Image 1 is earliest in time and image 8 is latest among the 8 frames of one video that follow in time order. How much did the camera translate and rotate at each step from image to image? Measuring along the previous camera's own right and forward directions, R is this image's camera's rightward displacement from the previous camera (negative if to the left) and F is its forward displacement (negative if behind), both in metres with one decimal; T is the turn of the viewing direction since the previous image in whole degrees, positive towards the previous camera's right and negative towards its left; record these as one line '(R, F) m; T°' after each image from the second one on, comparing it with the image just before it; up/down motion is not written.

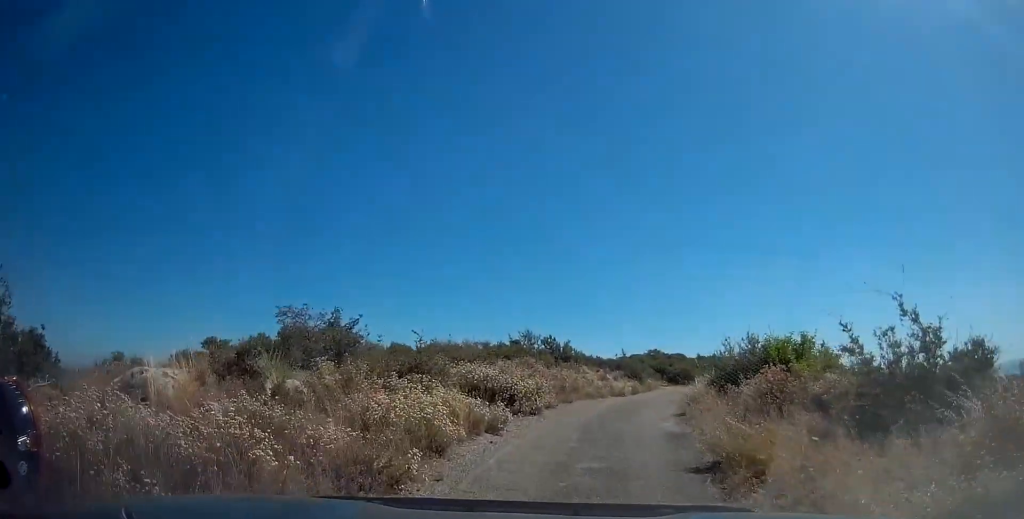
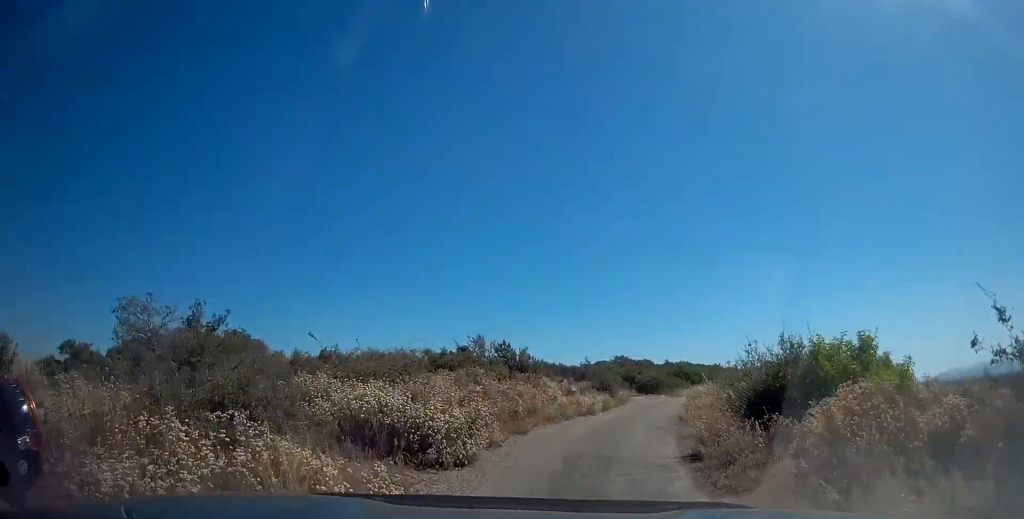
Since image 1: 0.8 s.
(+0.4, +5.3) m; +4°
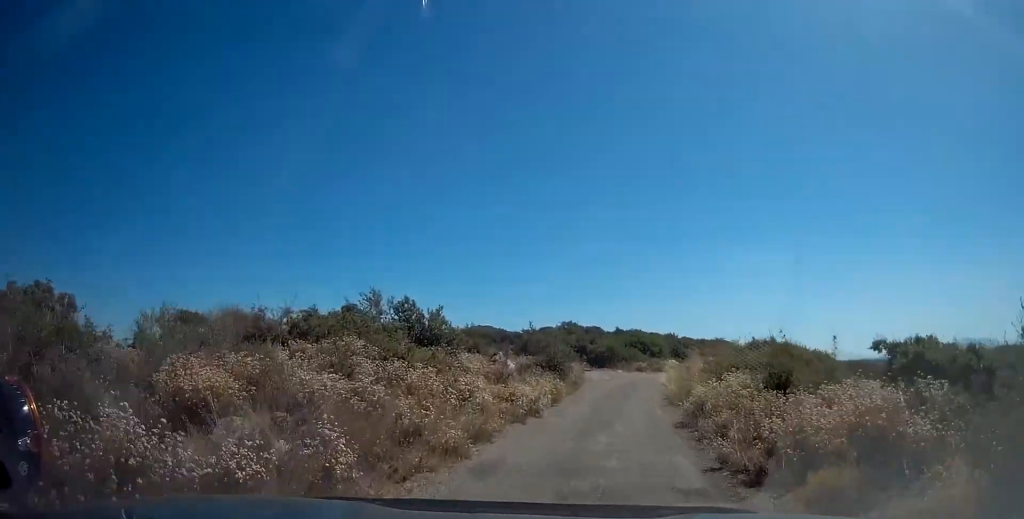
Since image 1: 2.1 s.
(0.0, +8.8) m; +3°
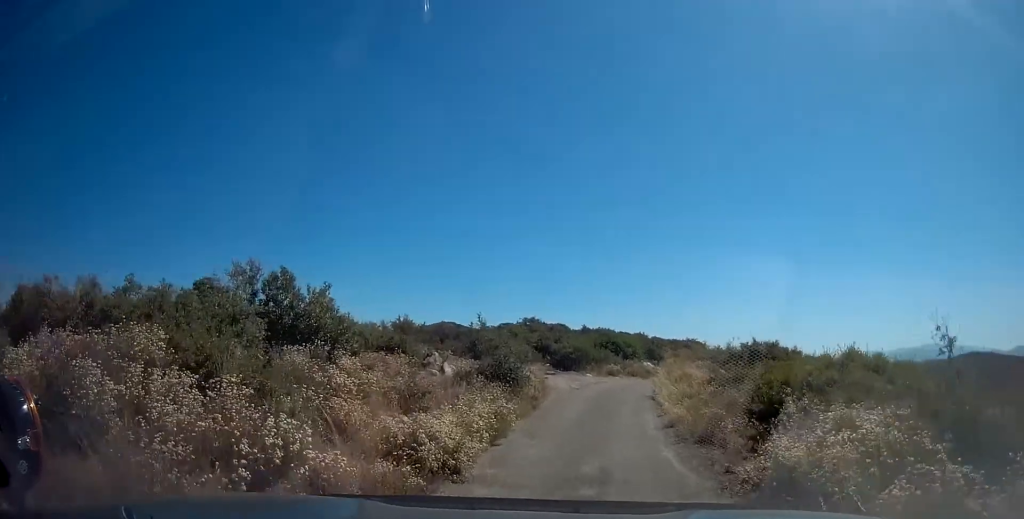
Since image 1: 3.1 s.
(+0.3, +6.8) m; +4°
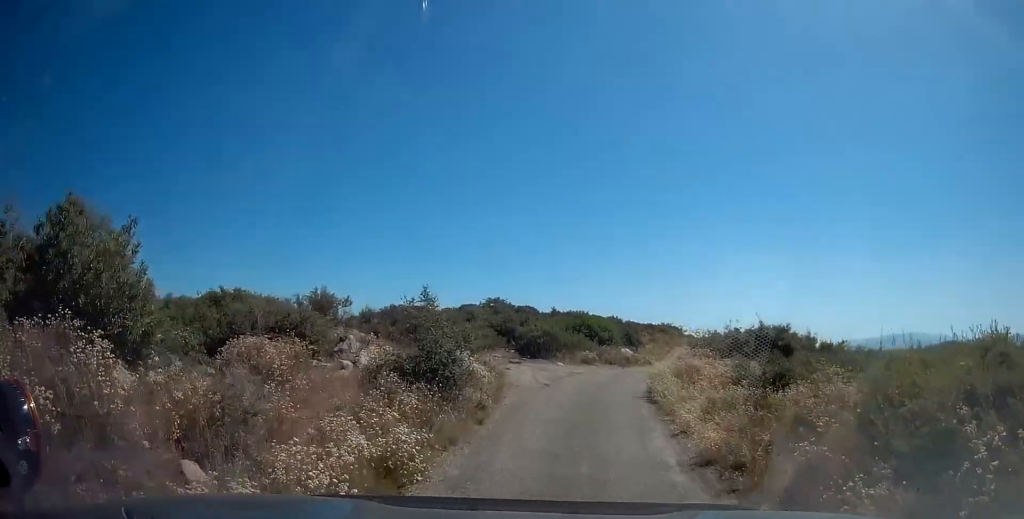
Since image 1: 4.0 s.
(+0.2, +5.9) m; +1°
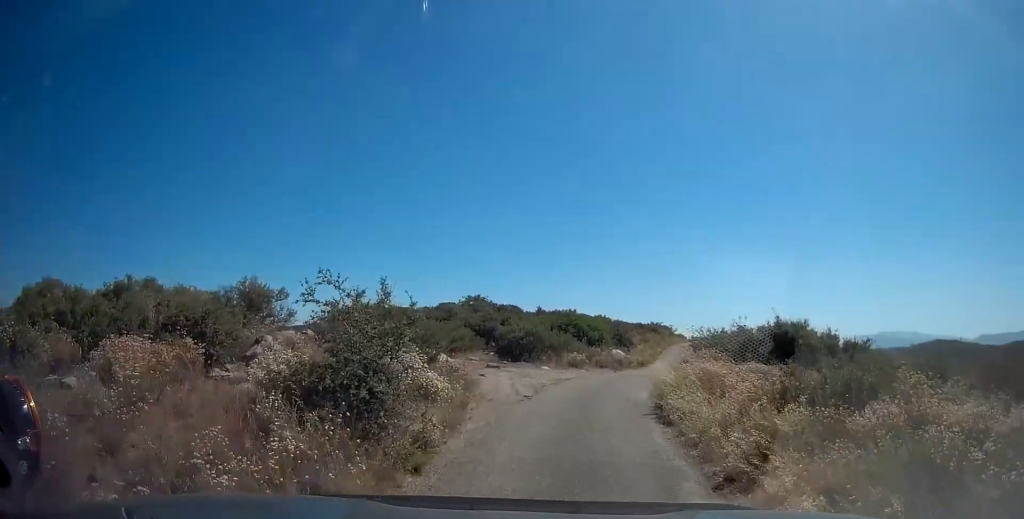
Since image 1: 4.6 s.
(-0.4, +3.9) m; 0°
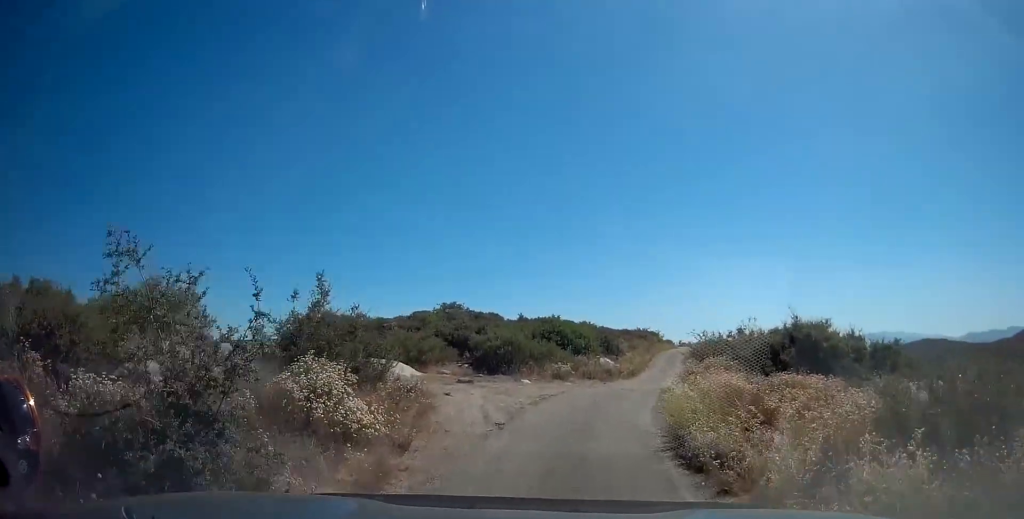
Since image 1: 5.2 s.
(+0.3, +3.7) m; +4°
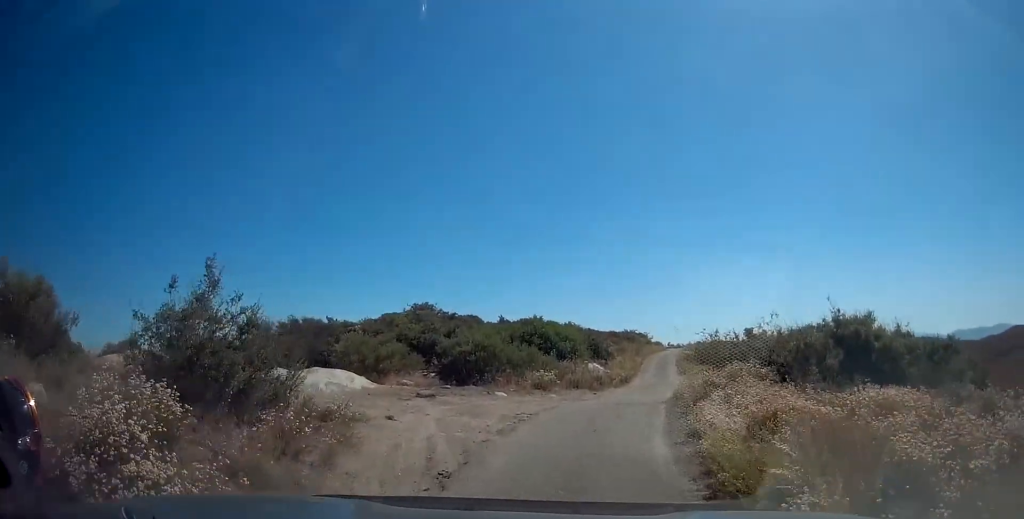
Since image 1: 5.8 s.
(+0.2, +4.3) m; +5°
